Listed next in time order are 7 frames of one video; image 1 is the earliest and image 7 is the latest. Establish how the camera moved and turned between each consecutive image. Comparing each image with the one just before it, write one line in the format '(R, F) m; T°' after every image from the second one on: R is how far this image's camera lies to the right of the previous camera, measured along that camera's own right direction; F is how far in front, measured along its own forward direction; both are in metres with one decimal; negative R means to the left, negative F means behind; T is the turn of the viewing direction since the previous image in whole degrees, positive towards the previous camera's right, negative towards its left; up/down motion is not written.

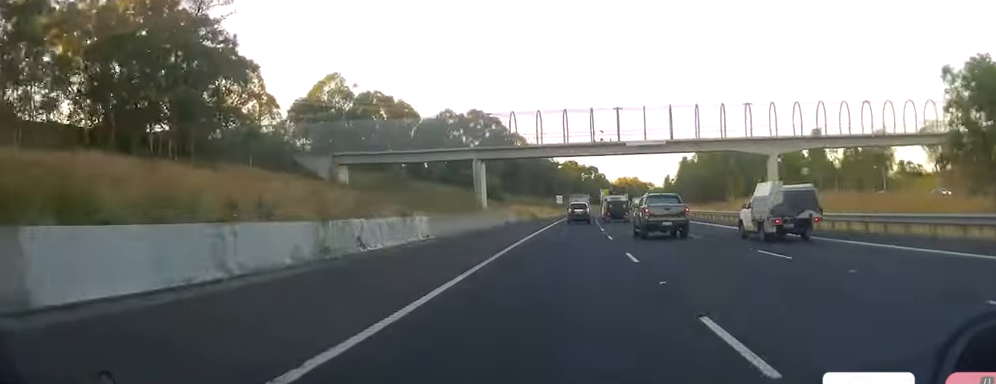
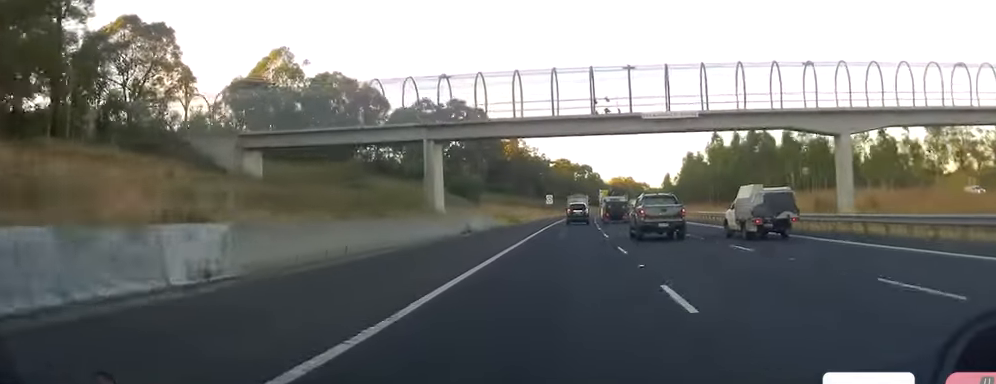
(-0.3, +20.4) m; +1°
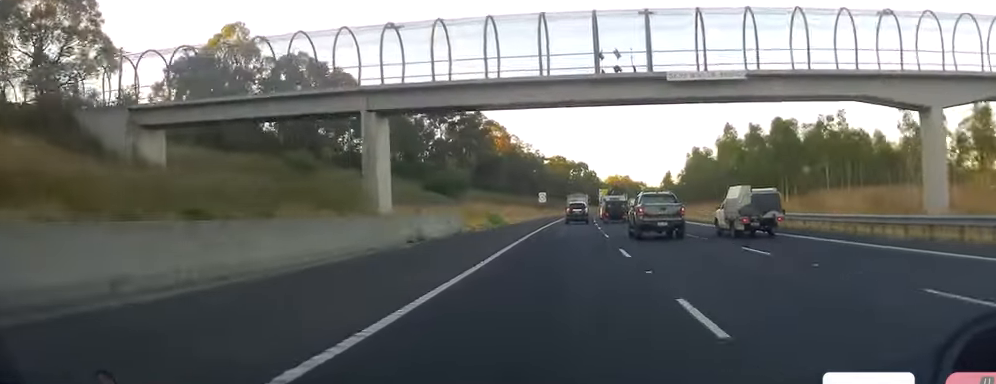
(+0.1, +13.9) m; +1°
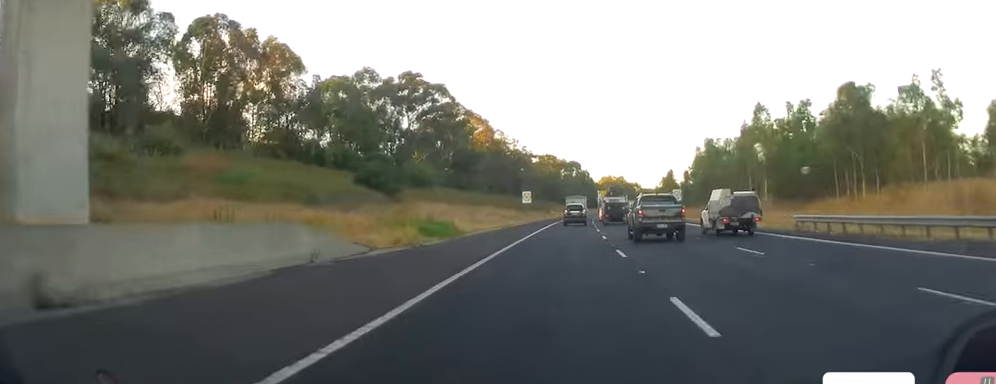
(+0.4, +24.0) m; +1°
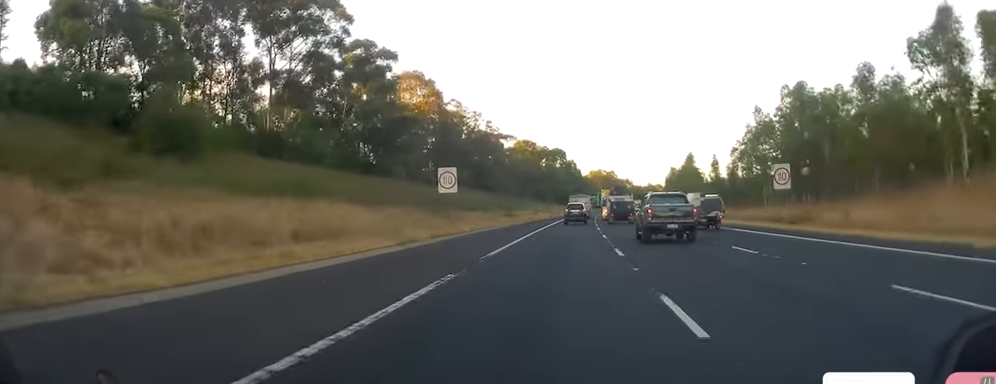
(+0.4, +59.7) m; +2°
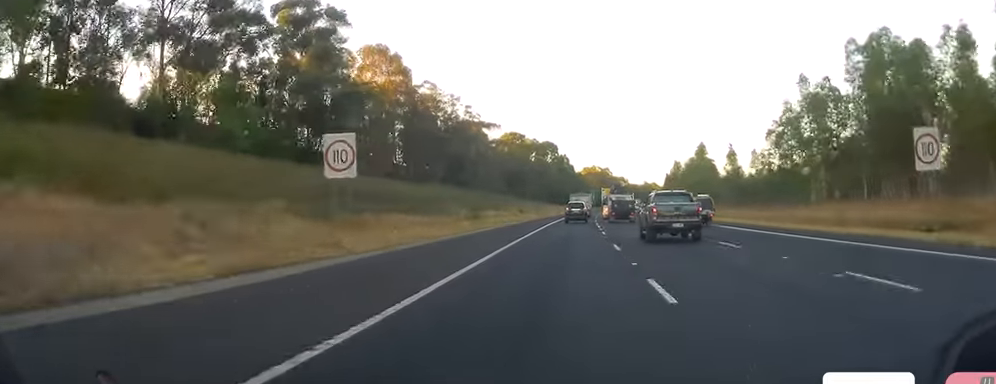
(+0.4, +21.9) m; +1°
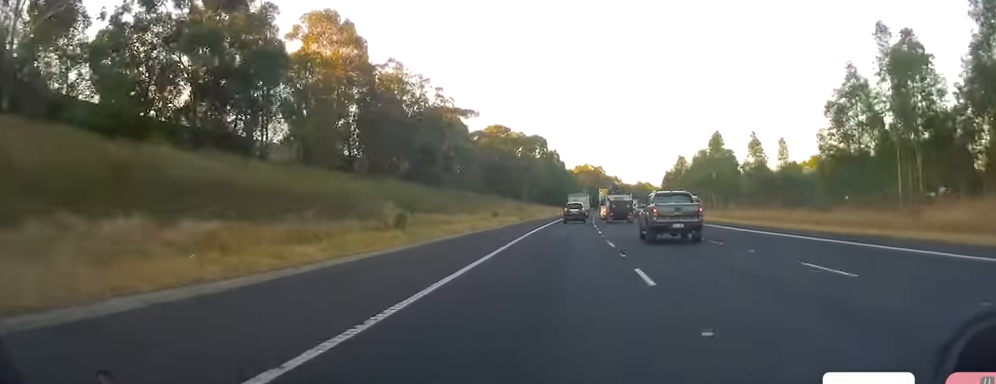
(-0.3, +21.9) m; +1°
